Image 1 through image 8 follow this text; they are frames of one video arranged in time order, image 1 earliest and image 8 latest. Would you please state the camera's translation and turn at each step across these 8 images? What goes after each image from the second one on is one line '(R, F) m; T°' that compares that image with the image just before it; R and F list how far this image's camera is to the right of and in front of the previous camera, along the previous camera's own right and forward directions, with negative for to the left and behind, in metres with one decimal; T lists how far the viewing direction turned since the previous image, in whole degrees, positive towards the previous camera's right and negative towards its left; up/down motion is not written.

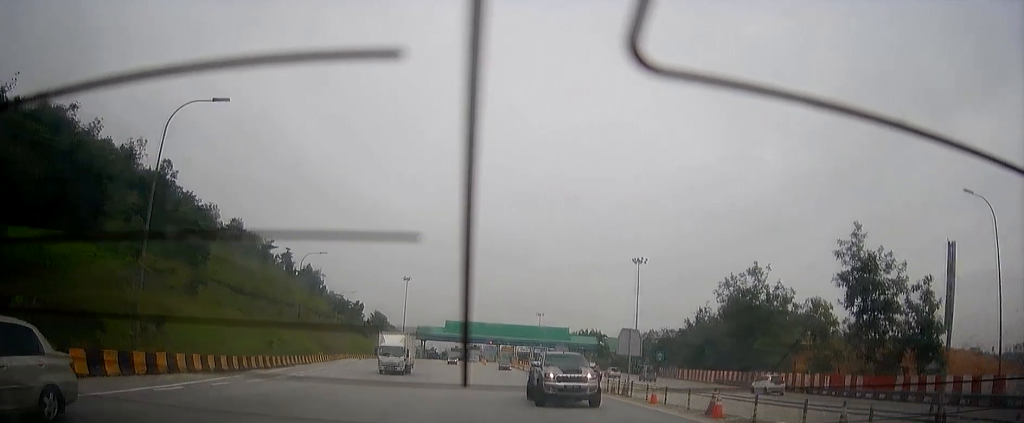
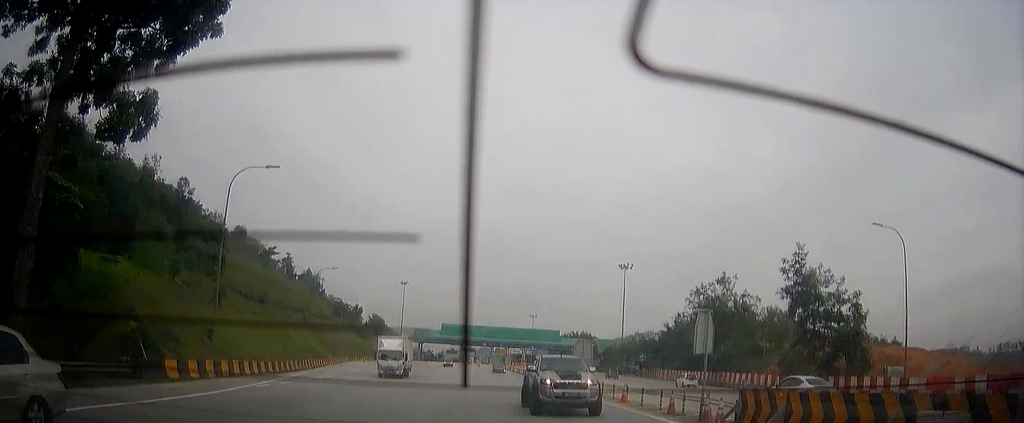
(0.0, +9.9) m; -1°
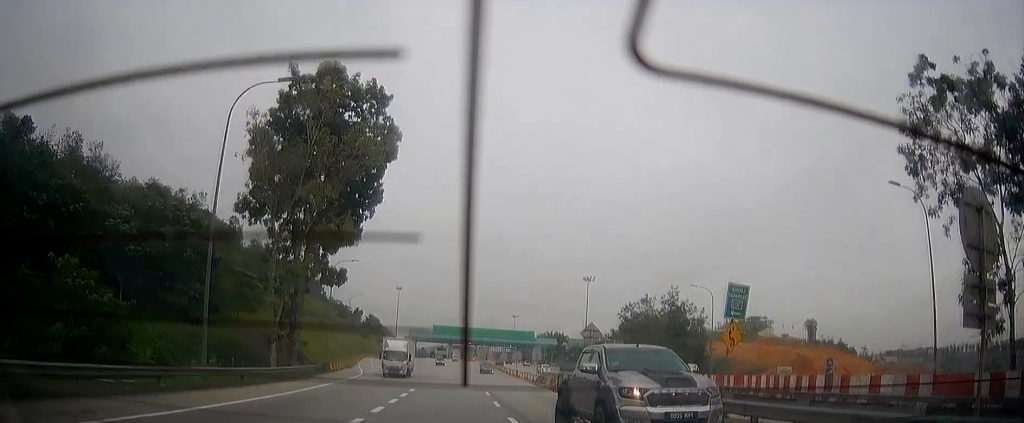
(-0.5, +31.6) m; -1°
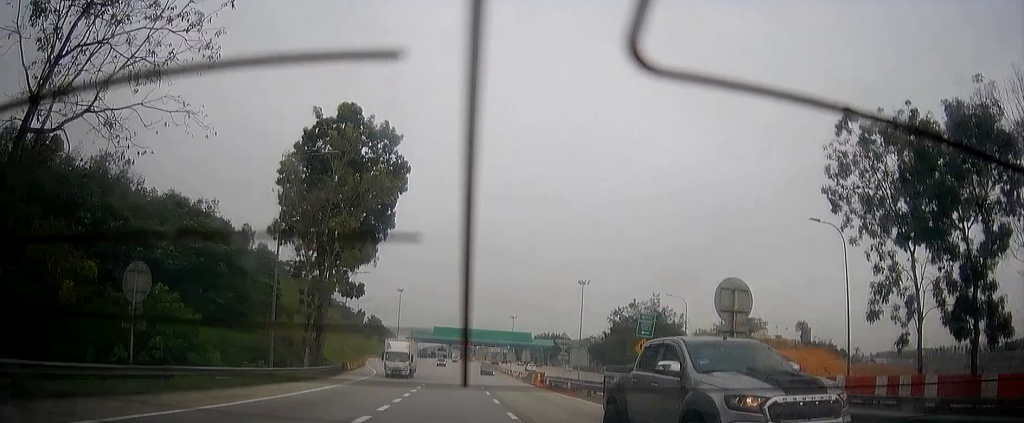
(0.0, +8.5) m; 0°
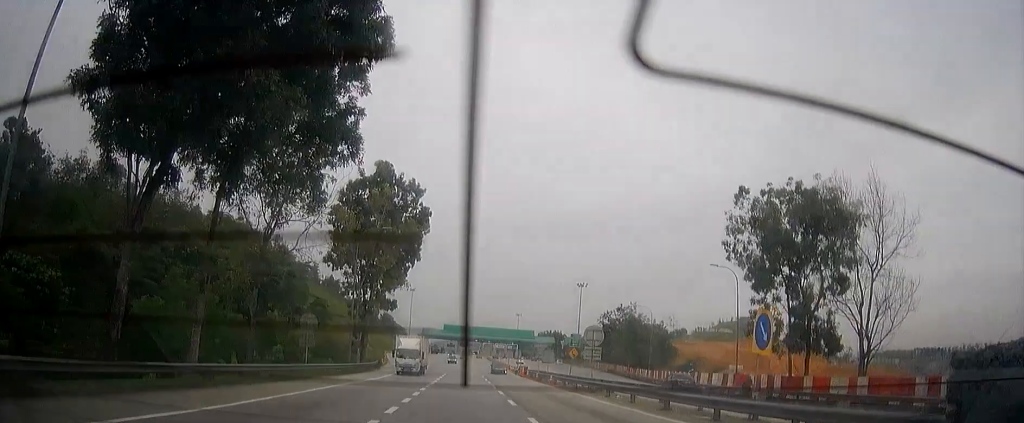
(0.0, +18.7) m; +1°
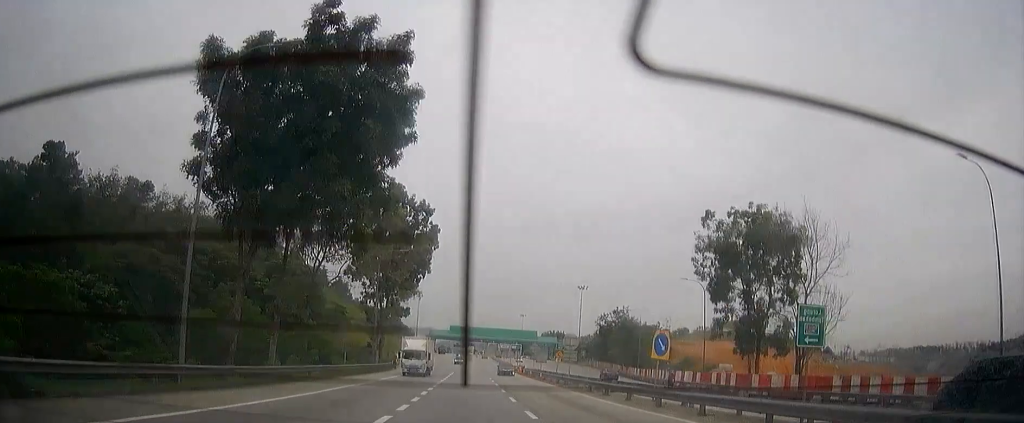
(0.0, +9.4) m; 0°
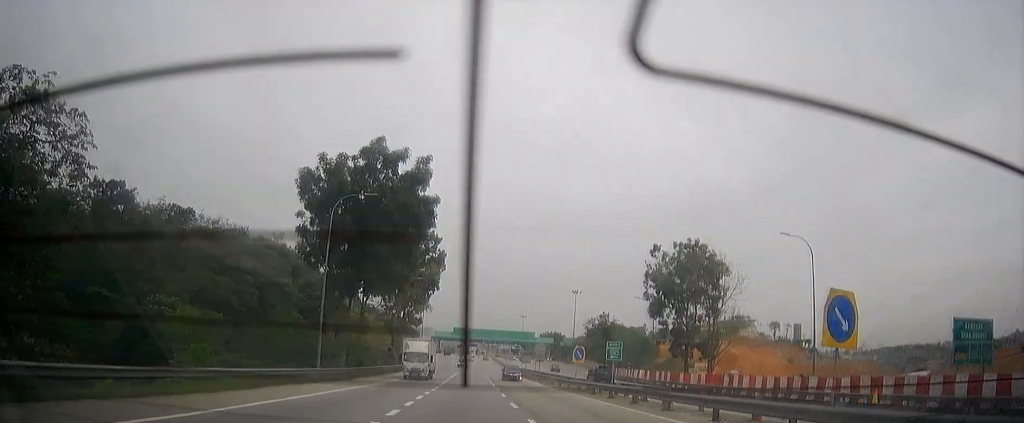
(+0.1, +18.9) m; 0°
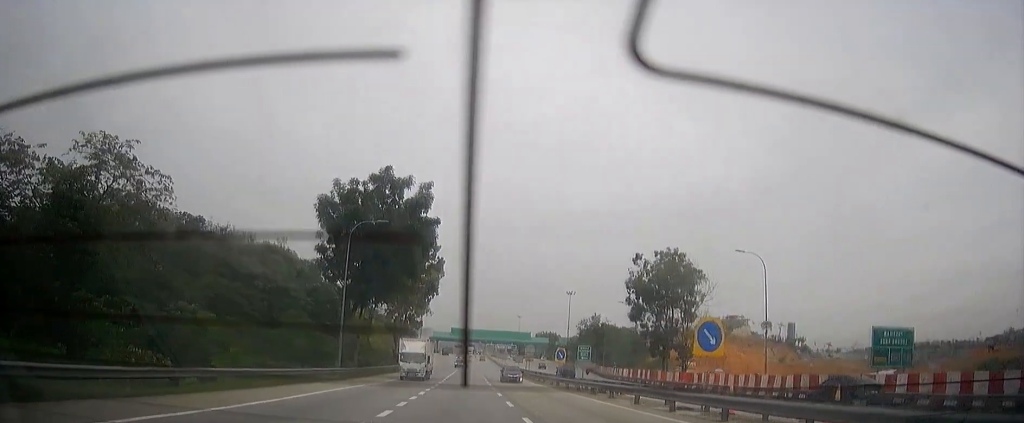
(0.0, +7.2) m; 0°
